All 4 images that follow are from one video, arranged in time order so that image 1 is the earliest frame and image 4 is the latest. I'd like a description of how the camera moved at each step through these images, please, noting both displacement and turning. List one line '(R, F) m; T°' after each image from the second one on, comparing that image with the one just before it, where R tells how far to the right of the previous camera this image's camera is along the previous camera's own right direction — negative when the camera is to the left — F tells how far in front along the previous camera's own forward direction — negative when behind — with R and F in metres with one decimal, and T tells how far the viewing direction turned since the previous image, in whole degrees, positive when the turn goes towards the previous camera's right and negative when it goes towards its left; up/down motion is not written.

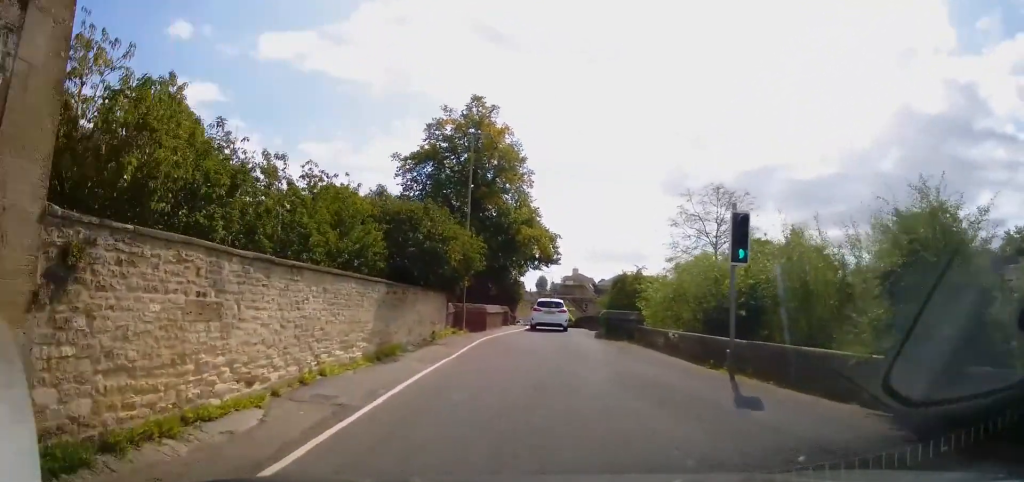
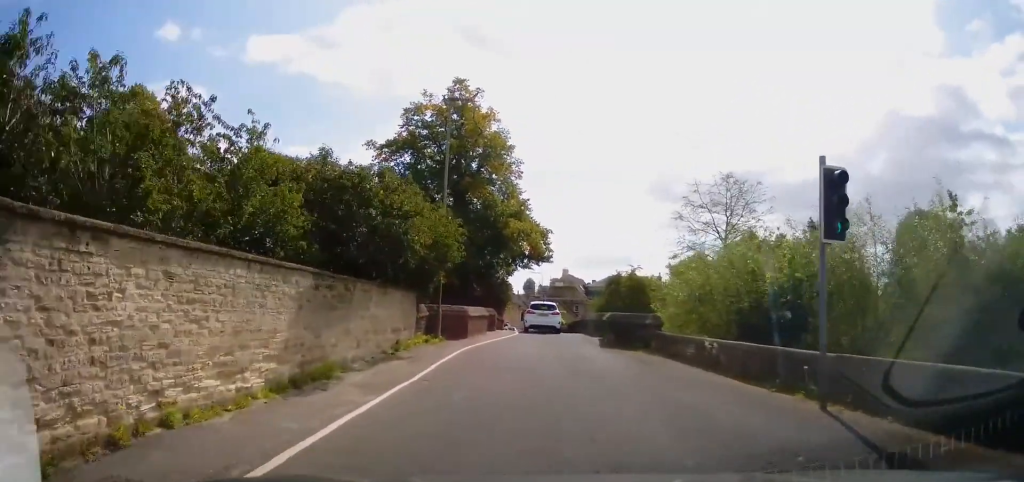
(0.0, +4.3) m; +2°
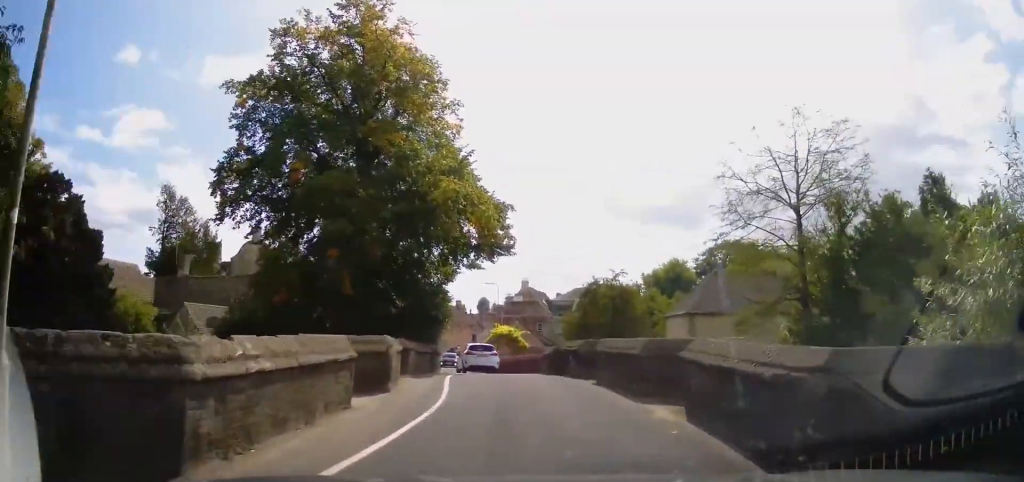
(+1.2, +15.6) m; +4°
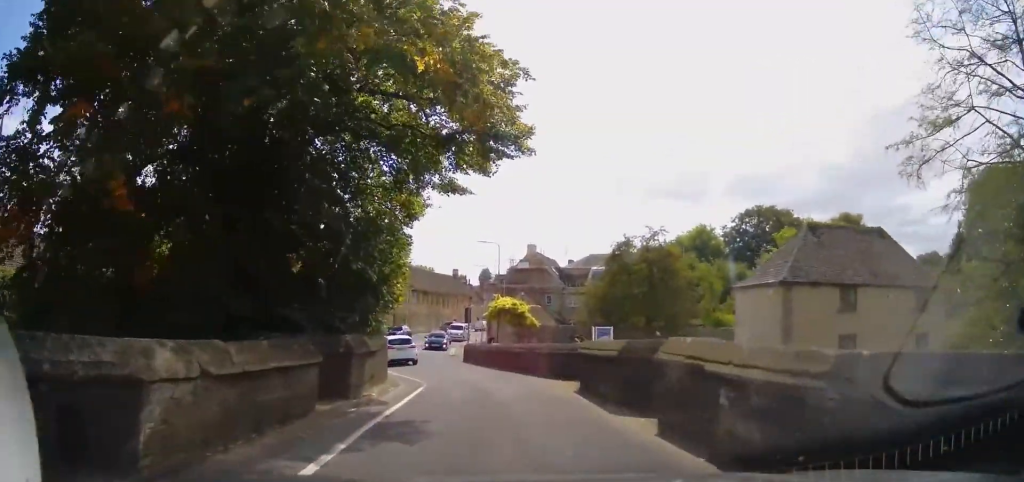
(0.0, +13.0) m; 0°
